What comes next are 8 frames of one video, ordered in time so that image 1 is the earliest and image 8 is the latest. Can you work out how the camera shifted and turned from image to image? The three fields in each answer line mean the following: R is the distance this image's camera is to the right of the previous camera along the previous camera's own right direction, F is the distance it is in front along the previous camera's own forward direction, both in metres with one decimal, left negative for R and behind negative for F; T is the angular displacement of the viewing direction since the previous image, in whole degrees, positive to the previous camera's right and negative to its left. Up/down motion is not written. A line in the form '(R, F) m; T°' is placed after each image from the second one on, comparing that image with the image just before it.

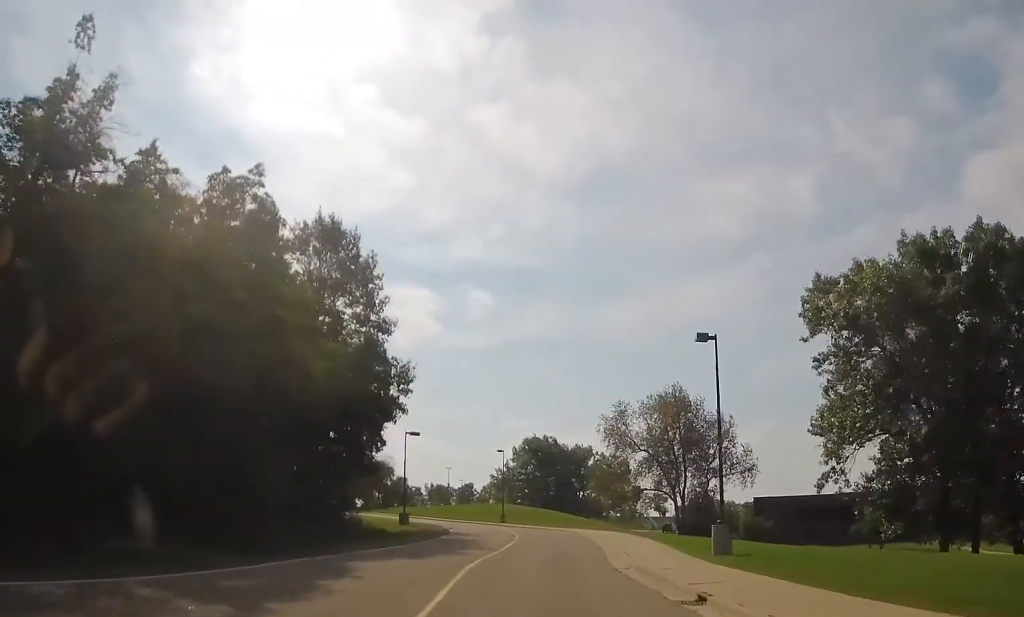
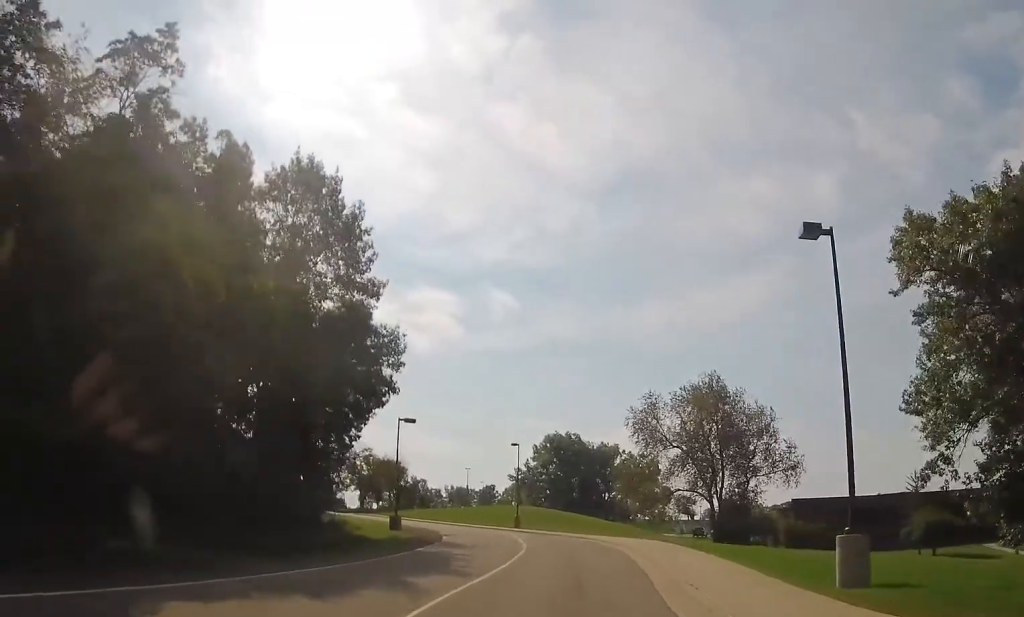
(-0.2, +9.3) m; -2°
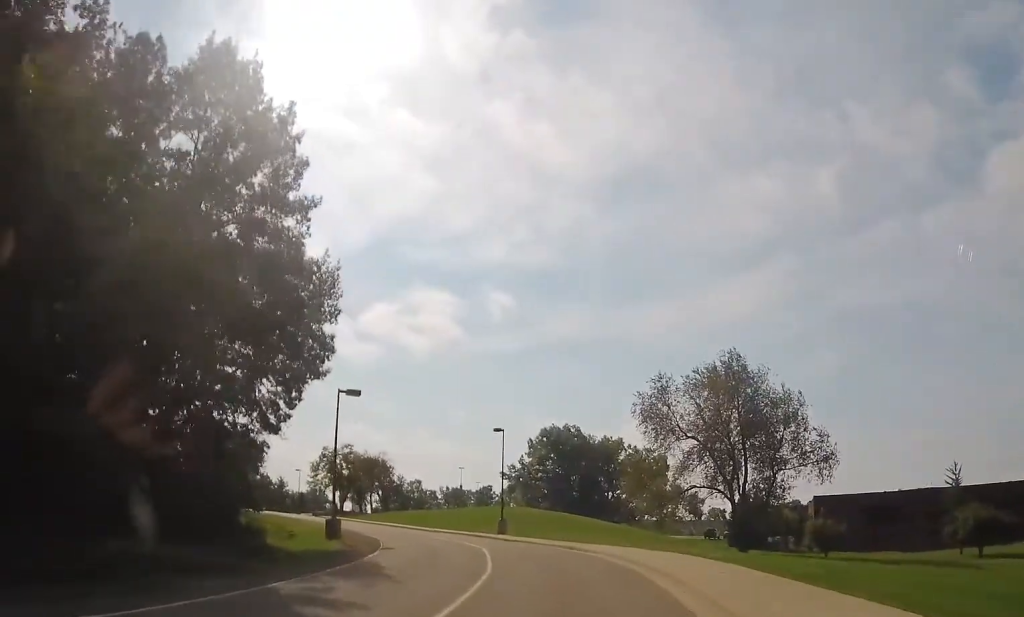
(-0.4, +12.1) m; -1°
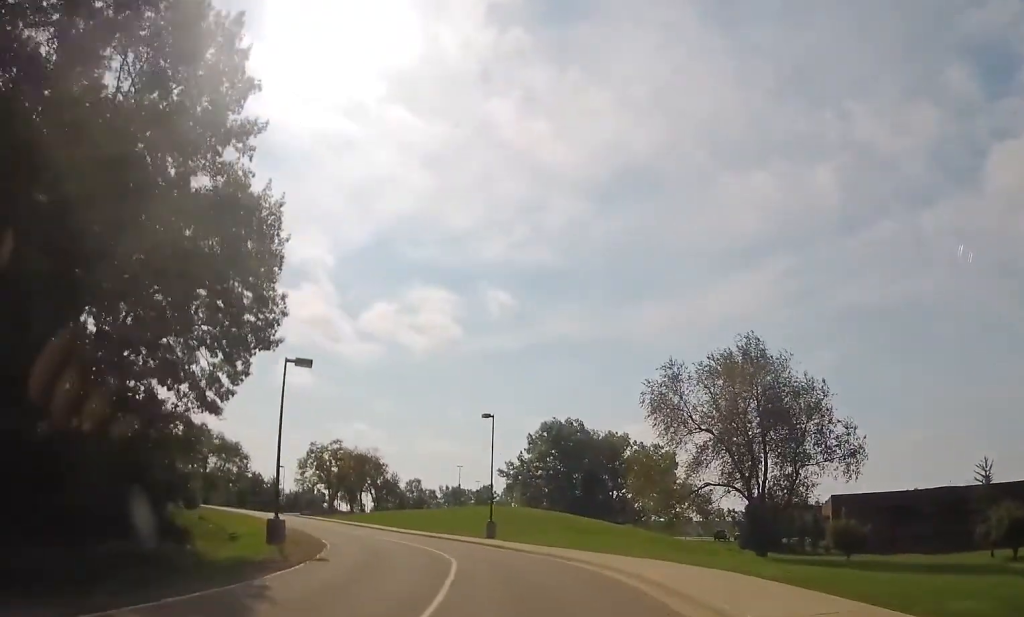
(0.0, +7.2) m; 0°
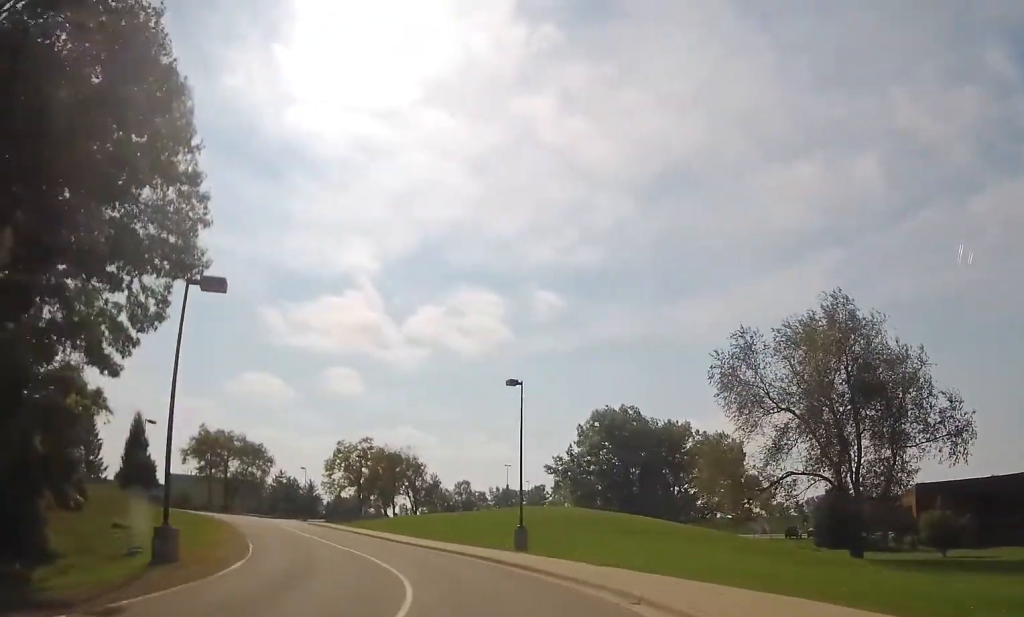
(0.0, +11.6) m; 0°
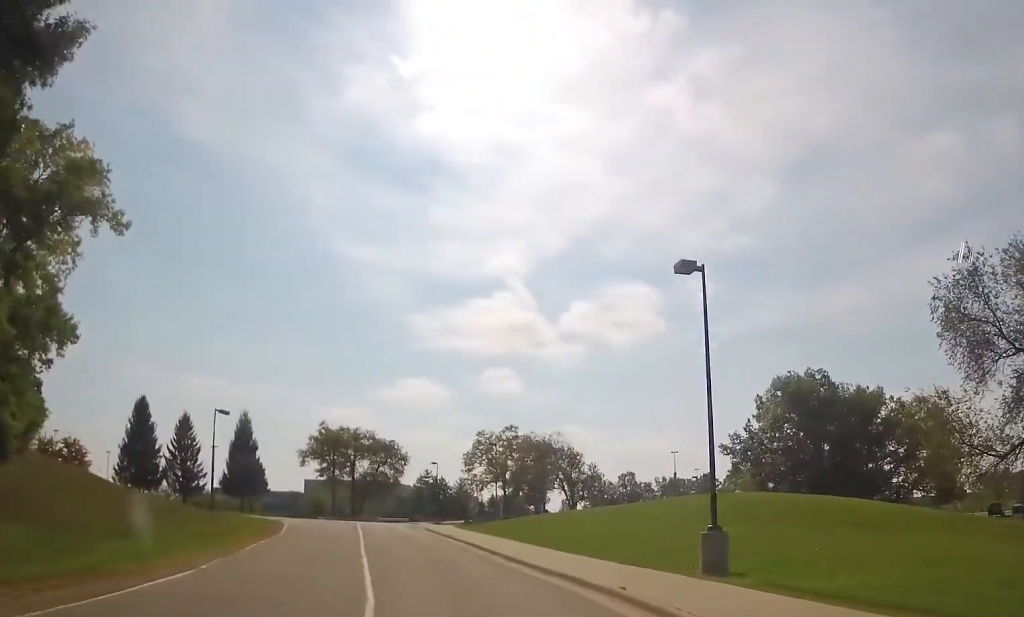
(-0.2, +14.4) m; -7°
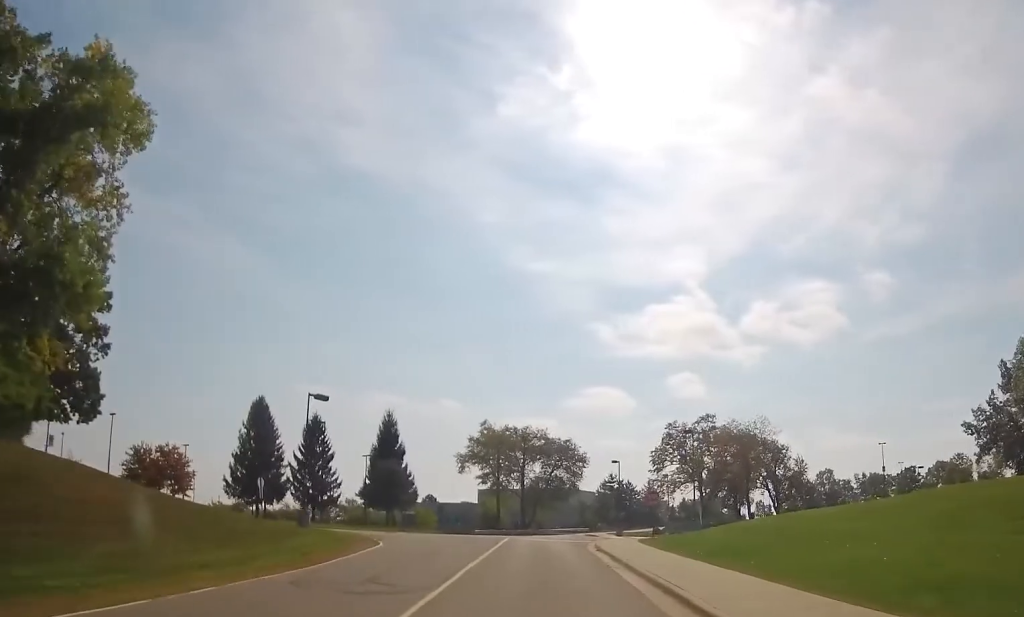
(-2.0, +14.4) m; -15°
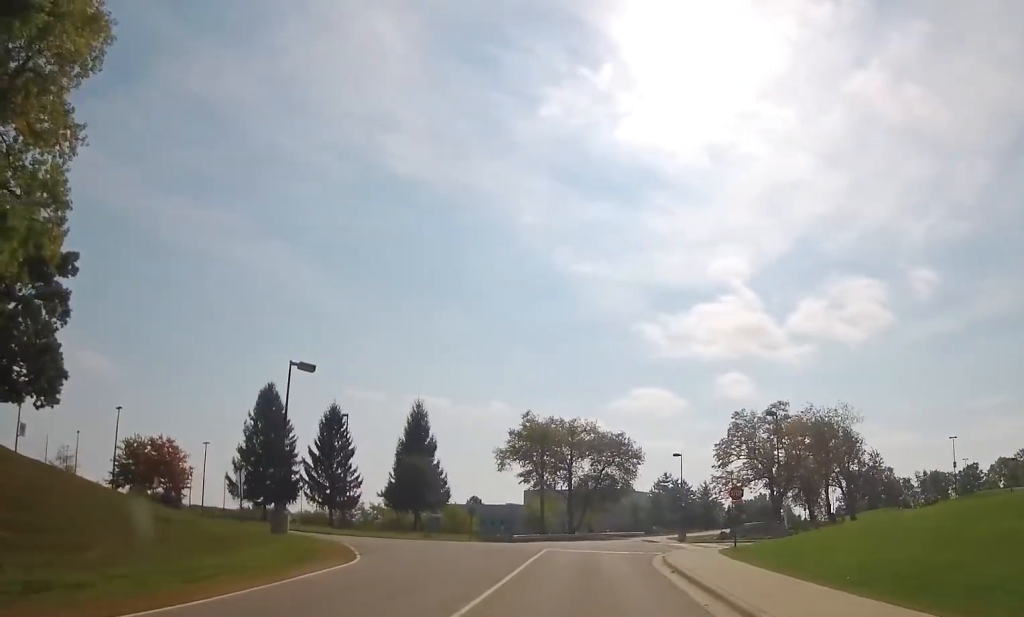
(-0.6, +9.0) m; -10°
